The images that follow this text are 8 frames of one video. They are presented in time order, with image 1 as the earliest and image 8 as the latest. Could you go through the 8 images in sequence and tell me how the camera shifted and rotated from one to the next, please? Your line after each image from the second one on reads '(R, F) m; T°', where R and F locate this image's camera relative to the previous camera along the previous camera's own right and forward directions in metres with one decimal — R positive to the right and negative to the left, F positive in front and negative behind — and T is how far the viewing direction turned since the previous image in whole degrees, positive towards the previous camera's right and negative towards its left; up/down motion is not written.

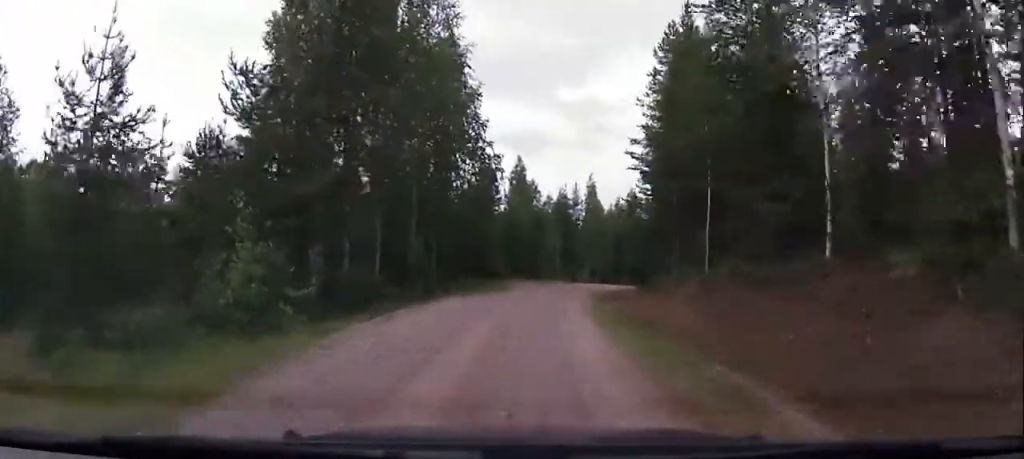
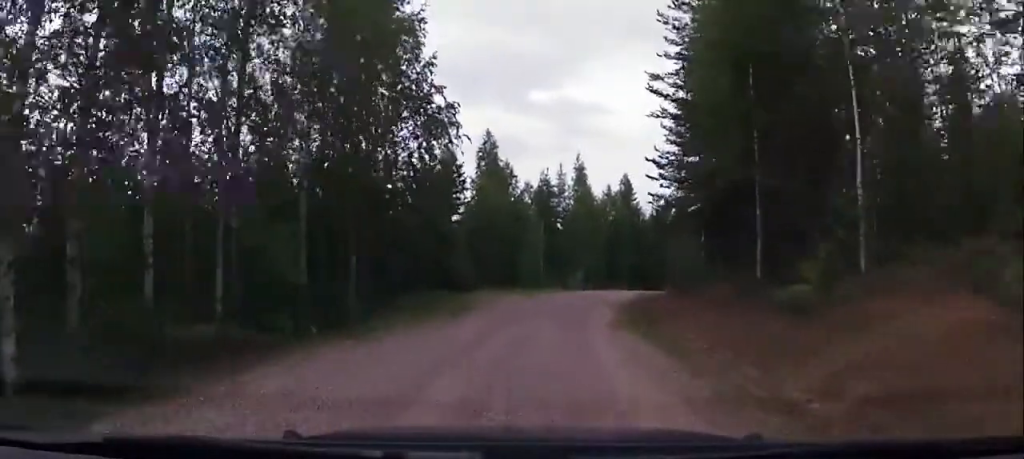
(-1.0, +12.4) m; 0°
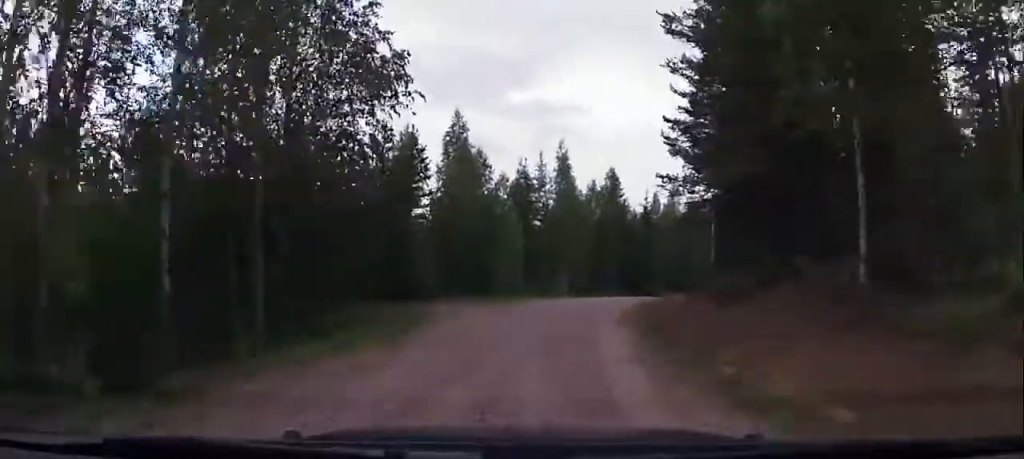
(+0.2, +6.7) m; +4°
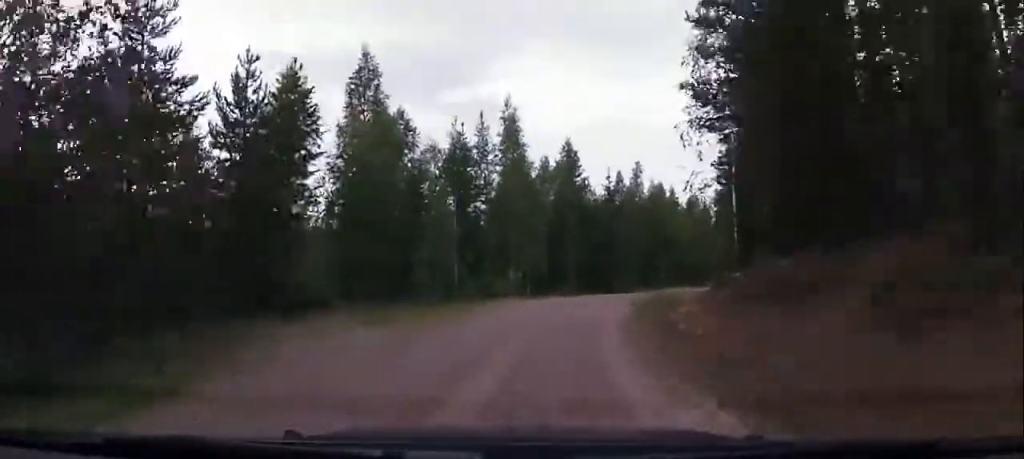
(+0.4, +10.6) m; +4°
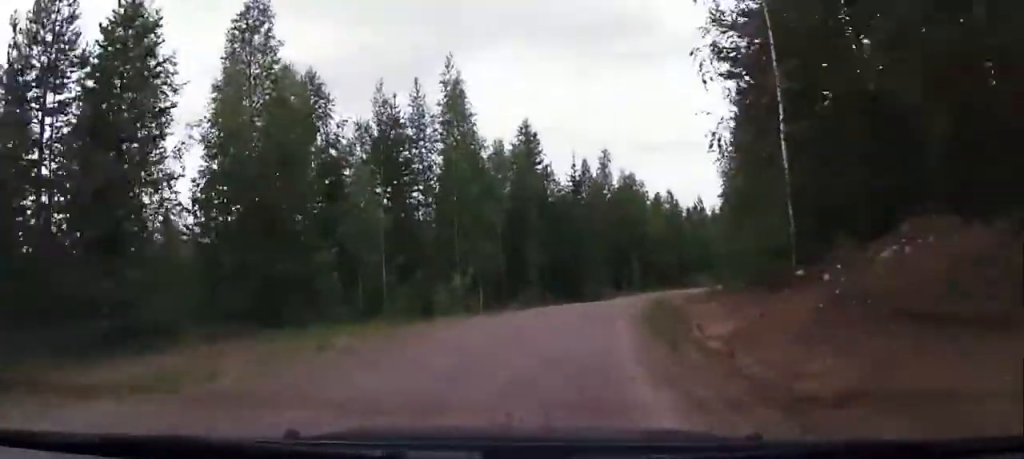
(-0.2, +7.8) m; +9°
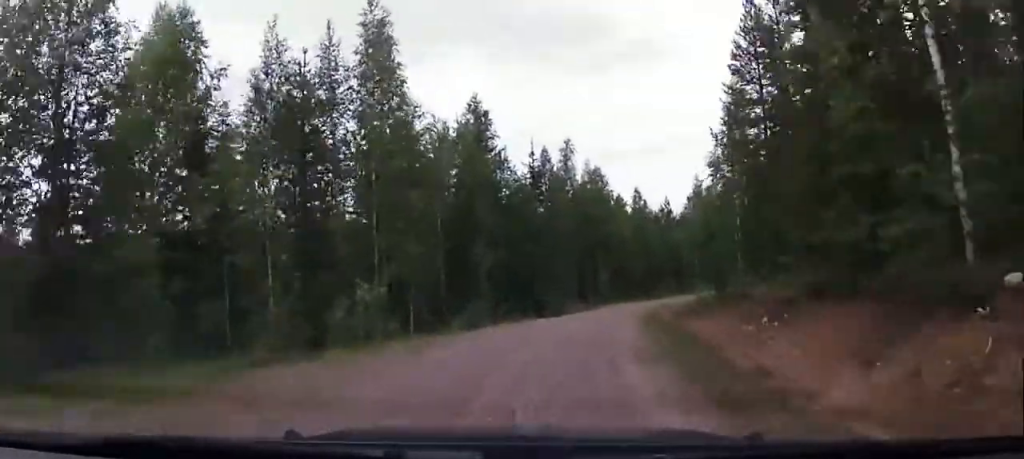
(+1.1, +6.8) m; -2°
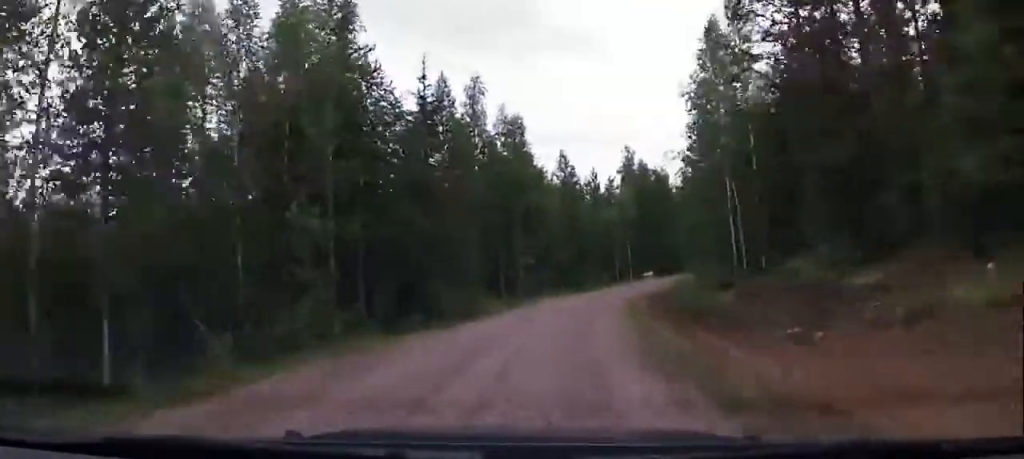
(-1.4, +12.0) m; -3°
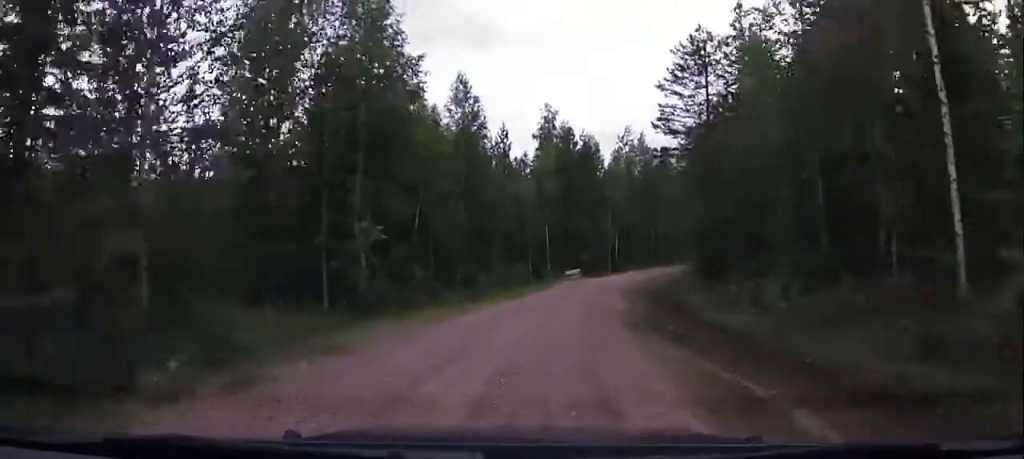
(+4.1, +17.8) m; +23°
